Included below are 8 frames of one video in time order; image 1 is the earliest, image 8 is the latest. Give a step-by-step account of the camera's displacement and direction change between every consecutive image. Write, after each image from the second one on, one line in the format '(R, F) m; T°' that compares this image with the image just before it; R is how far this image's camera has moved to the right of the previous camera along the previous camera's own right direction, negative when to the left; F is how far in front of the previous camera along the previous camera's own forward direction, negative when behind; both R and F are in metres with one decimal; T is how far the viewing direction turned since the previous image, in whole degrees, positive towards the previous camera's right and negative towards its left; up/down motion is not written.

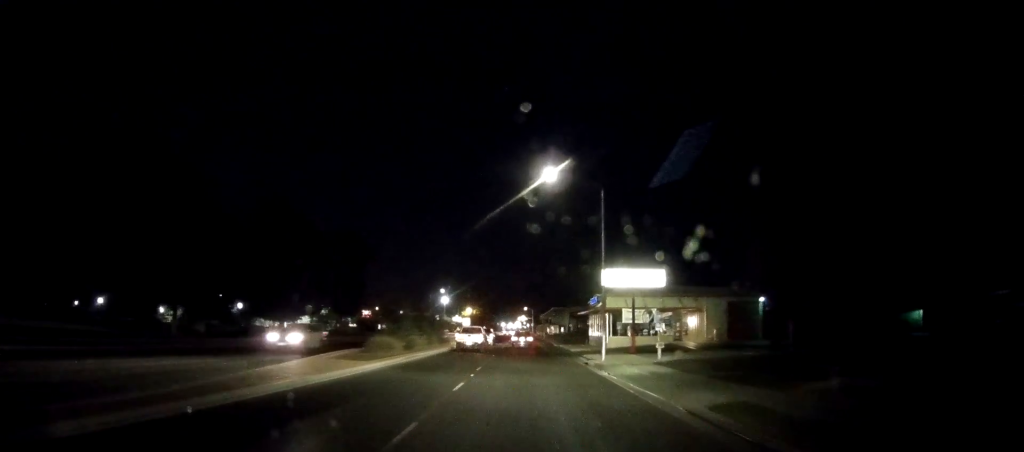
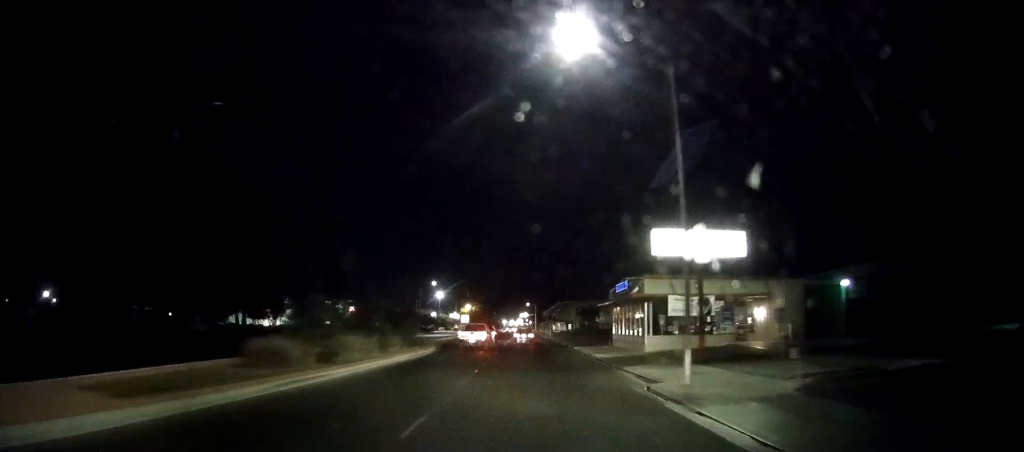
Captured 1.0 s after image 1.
(-0.3, +14.2) m; -2°
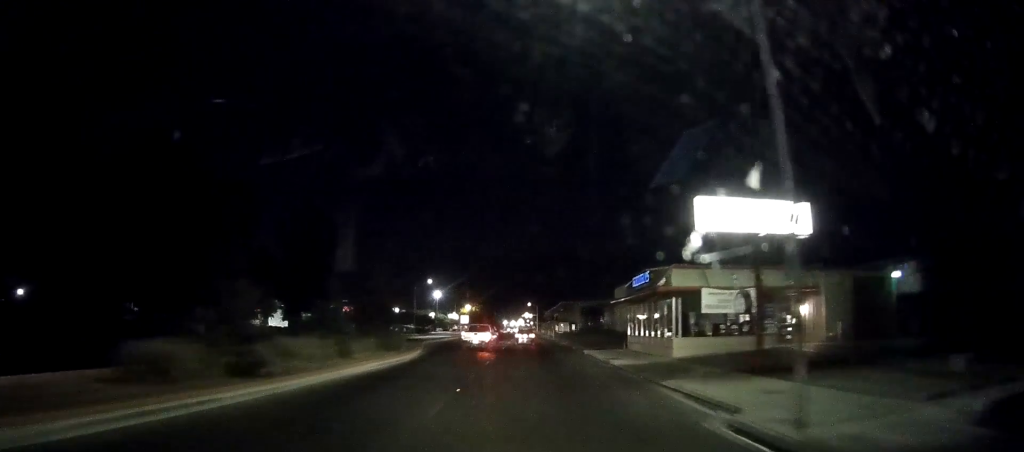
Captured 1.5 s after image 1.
(-0.3, +6.1) m; 0°
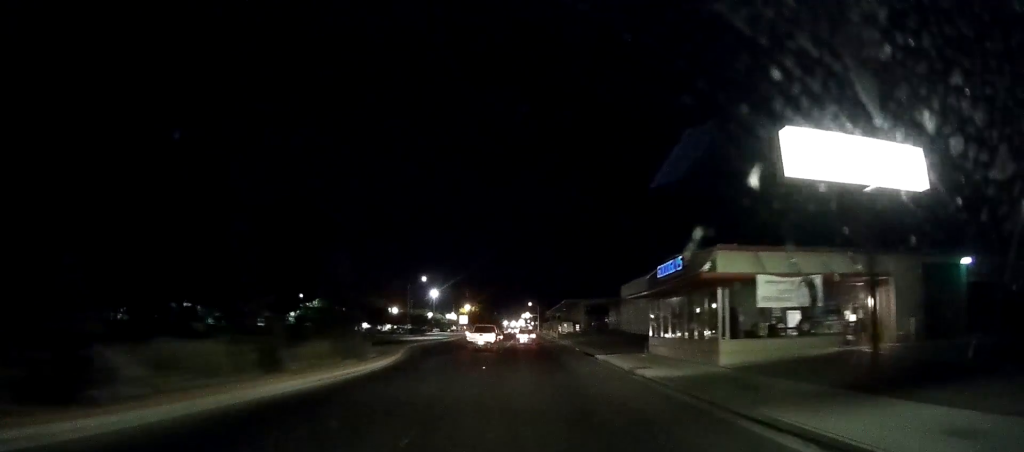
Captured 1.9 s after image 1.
(0.0, +6.7) m; 0°
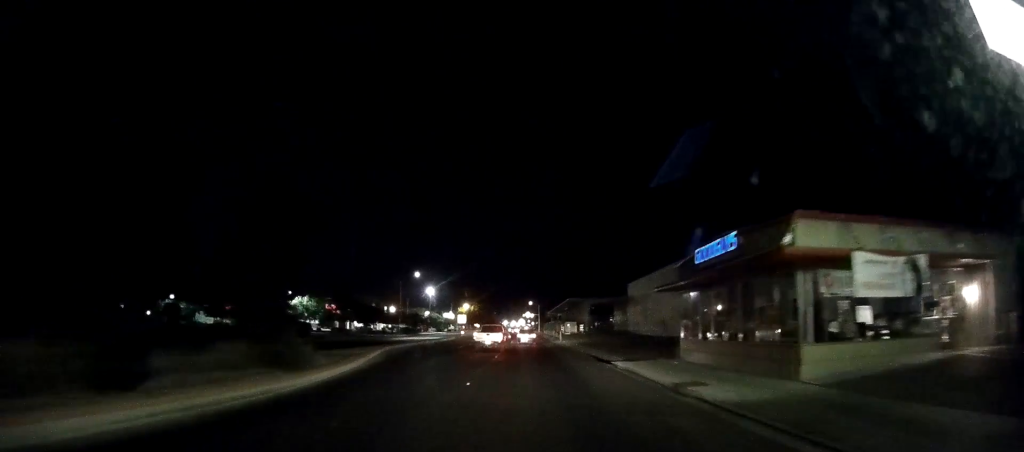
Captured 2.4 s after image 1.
(+0.3, +6.9) m; 0°
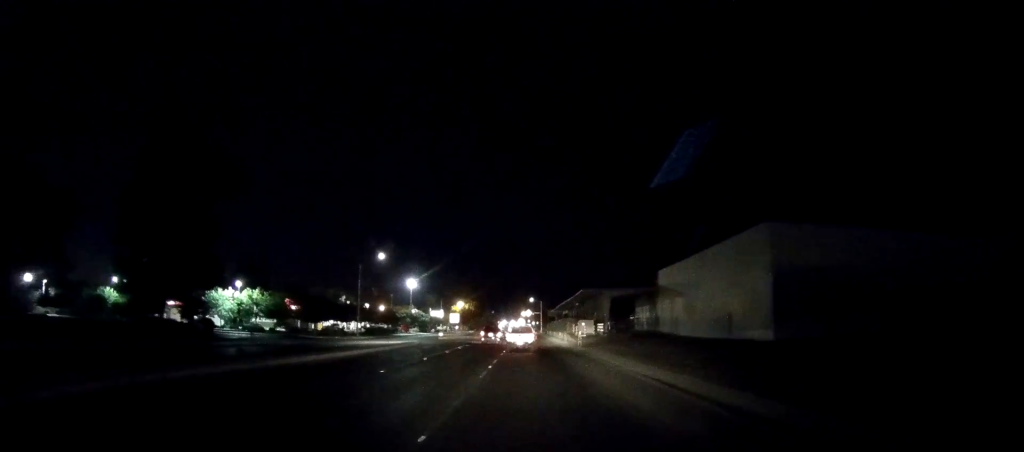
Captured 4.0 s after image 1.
(-0.5, +24.0) m; -1°
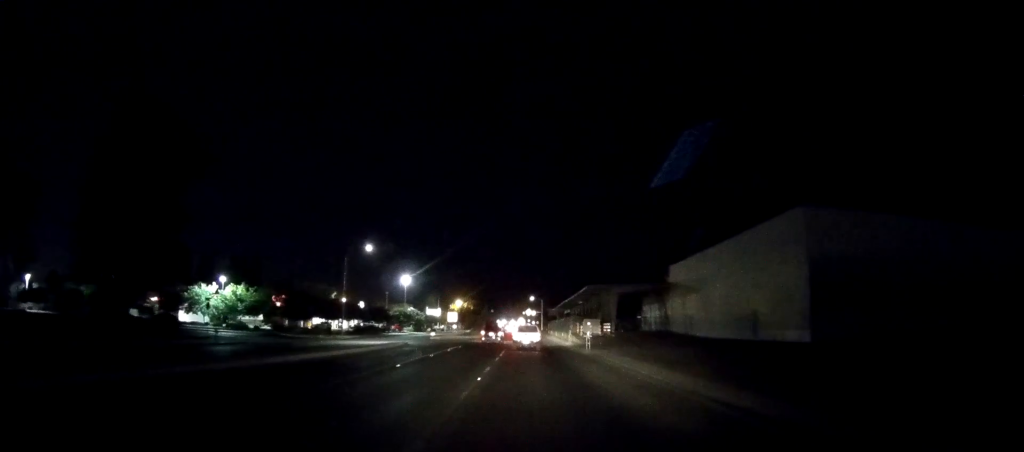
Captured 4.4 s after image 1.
(0.0, +5.3) m; +1°
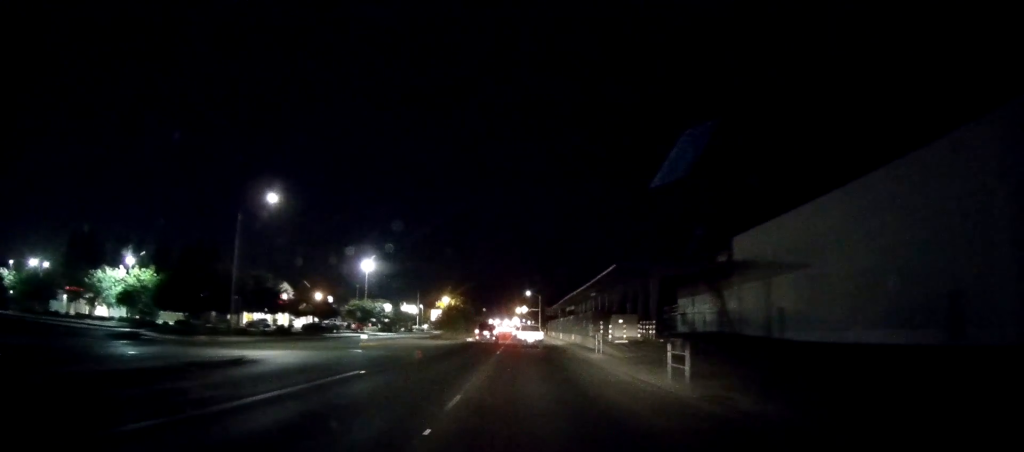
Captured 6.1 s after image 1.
(+0.4, +22.2) m; +1°
